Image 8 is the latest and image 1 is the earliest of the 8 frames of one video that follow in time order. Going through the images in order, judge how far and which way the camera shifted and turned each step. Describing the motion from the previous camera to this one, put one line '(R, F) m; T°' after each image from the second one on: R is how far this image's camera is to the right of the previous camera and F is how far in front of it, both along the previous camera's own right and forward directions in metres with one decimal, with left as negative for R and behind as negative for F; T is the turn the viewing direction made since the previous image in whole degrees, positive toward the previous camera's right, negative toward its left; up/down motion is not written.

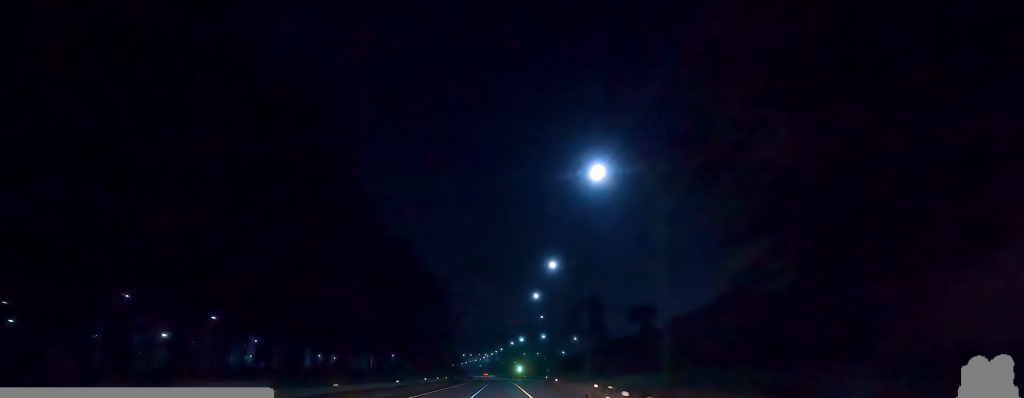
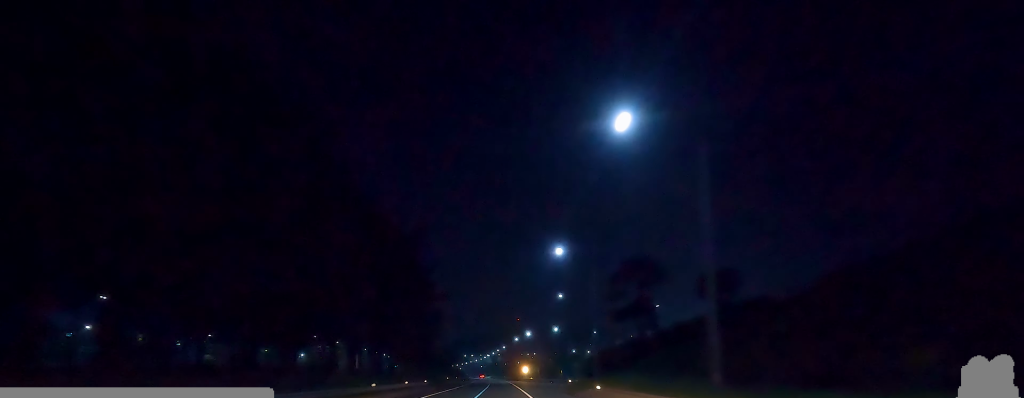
(+0.4, +27.3) m; -1°
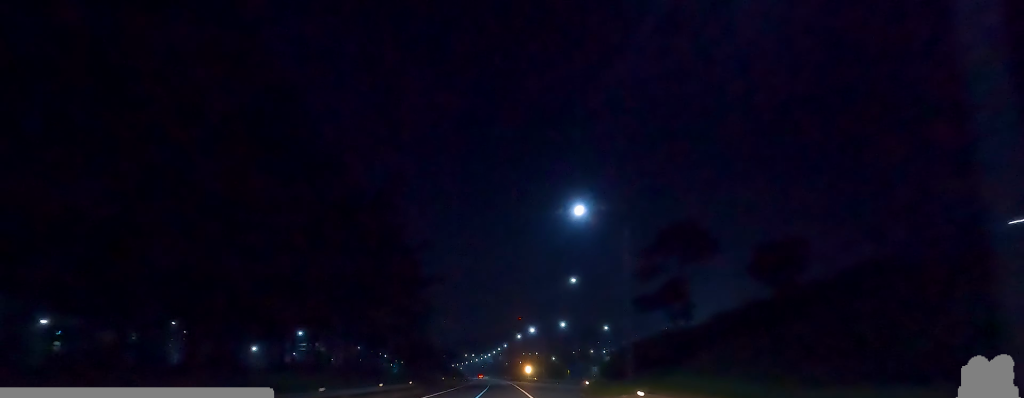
(-0.1, +11.2) m; -1°
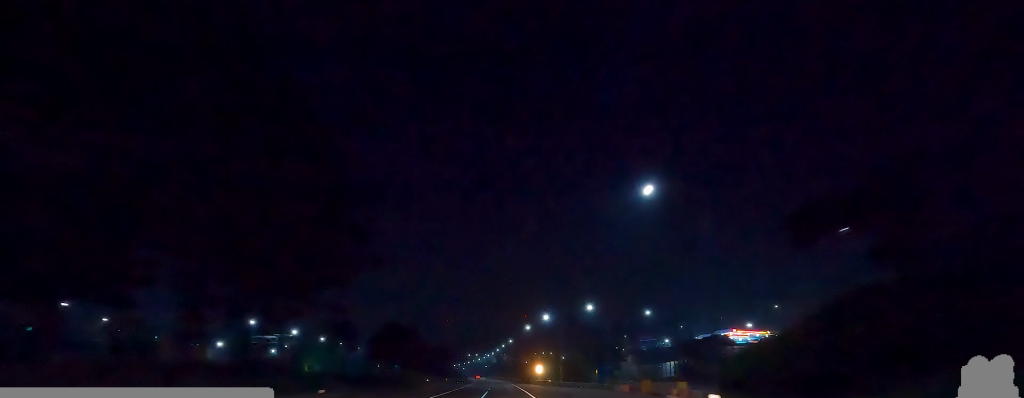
(-0.4, +27.2) m; +1°
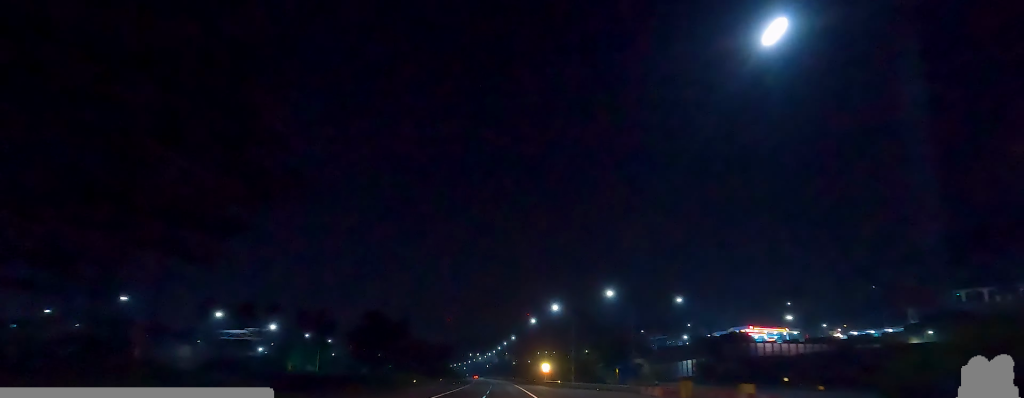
(+0.3, +12.6) m; +1°
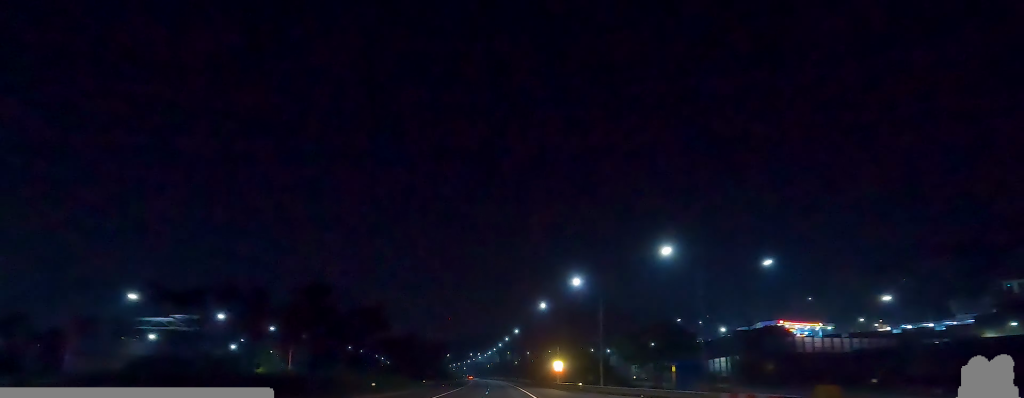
(+0.1, +20.3) m; +2°
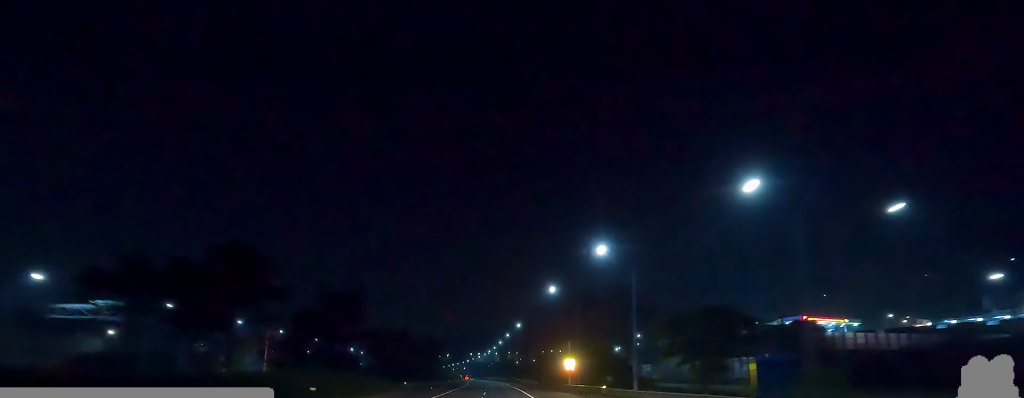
(+0.2, +13.2) m; +1°
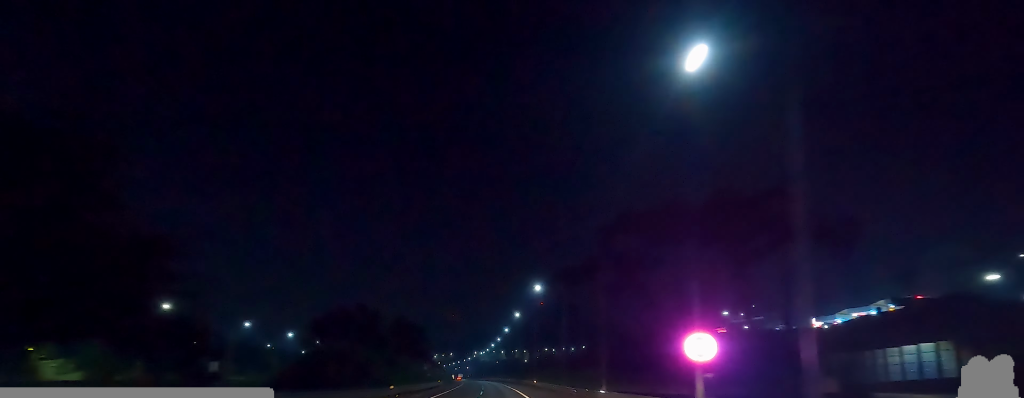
(-0.3, +40.4) m; -2°
